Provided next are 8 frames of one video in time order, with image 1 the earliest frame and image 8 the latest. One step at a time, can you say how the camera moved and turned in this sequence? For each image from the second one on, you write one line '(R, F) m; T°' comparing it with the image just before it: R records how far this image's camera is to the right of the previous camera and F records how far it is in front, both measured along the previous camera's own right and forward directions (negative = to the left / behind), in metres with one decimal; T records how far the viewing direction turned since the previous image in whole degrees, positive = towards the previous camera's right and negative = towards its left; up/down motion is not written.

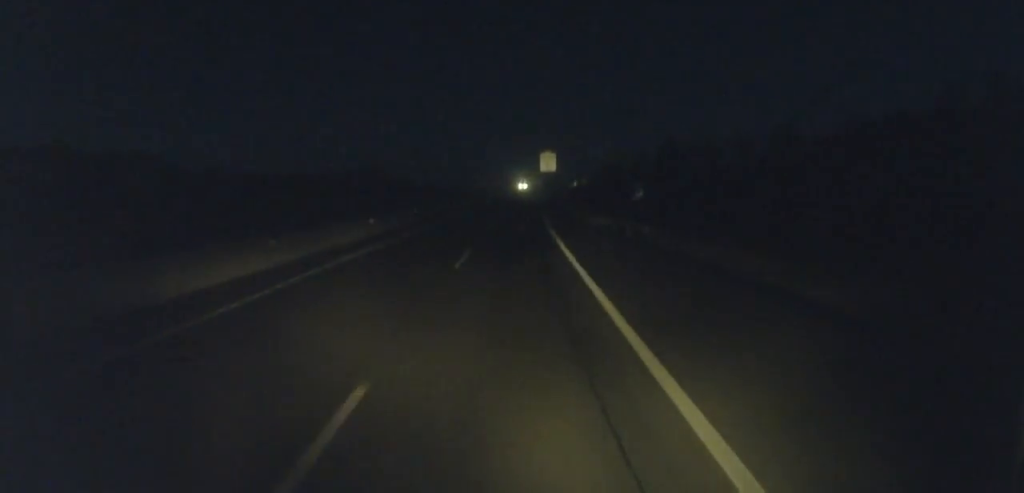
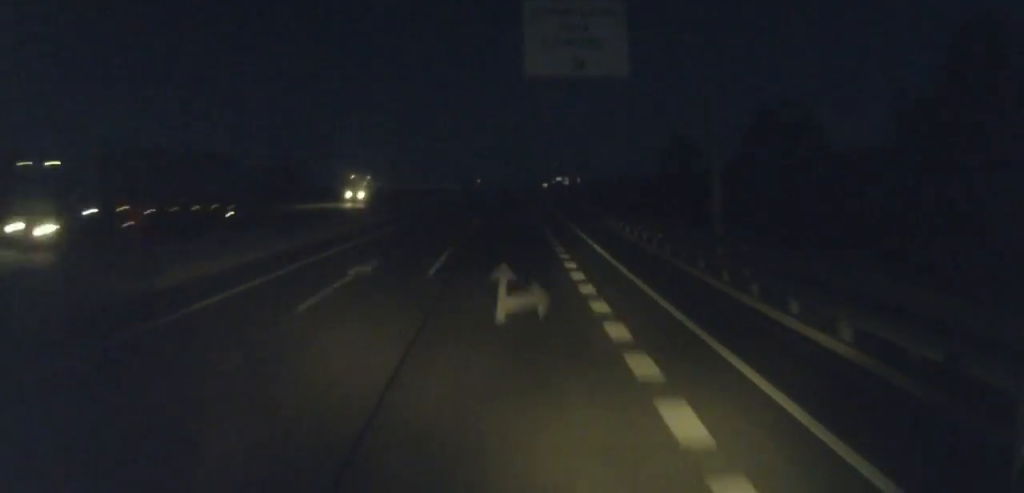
(+6.8, +118.5) m; +9°
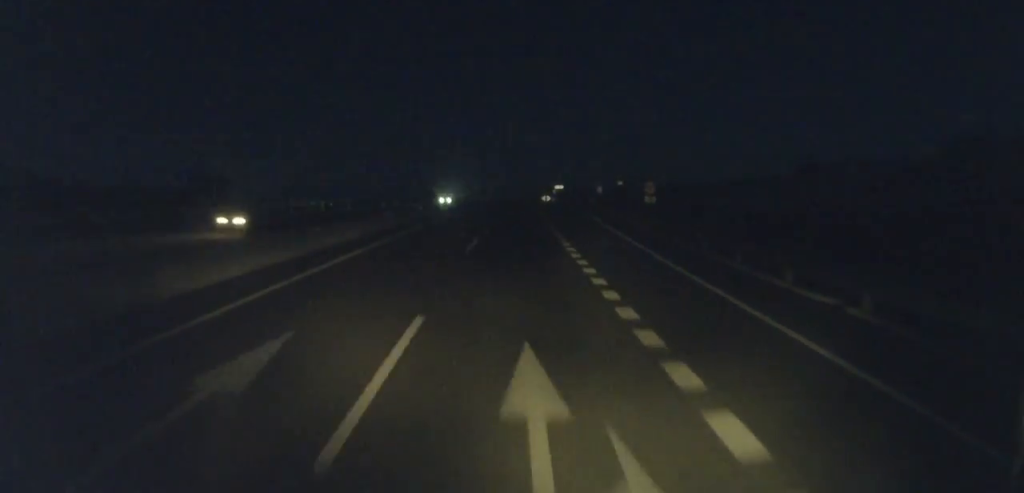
(+5.0, +77.0) m; +4°
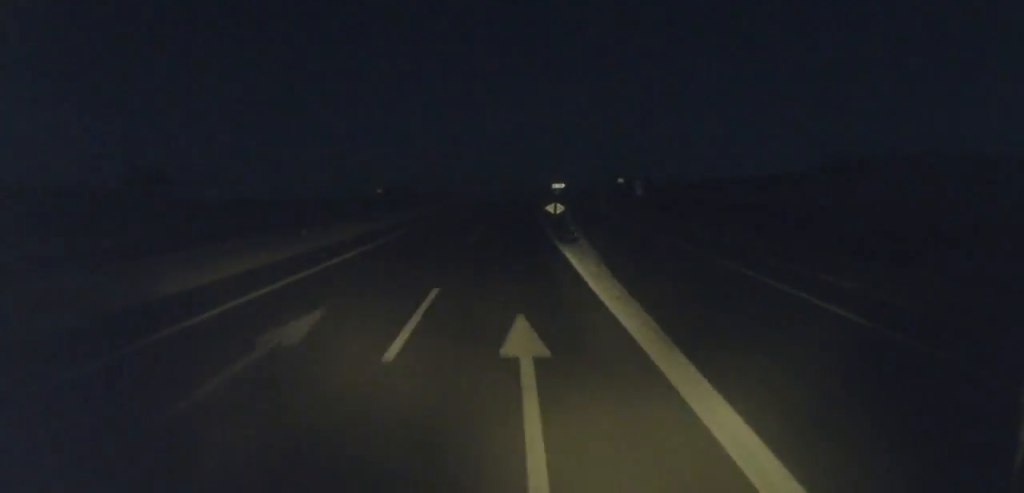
(+1.1, +48.2) m; +2°
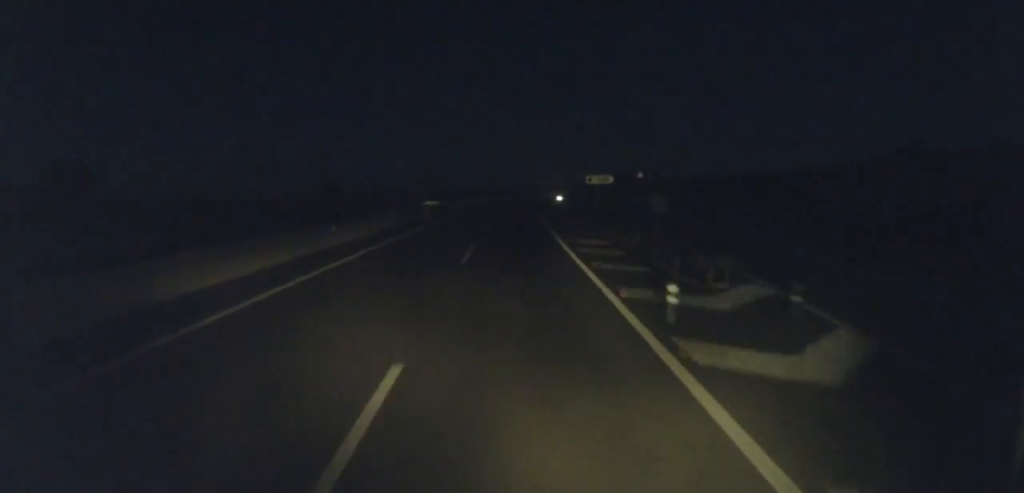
(-1.0, +59.0) m; +3°
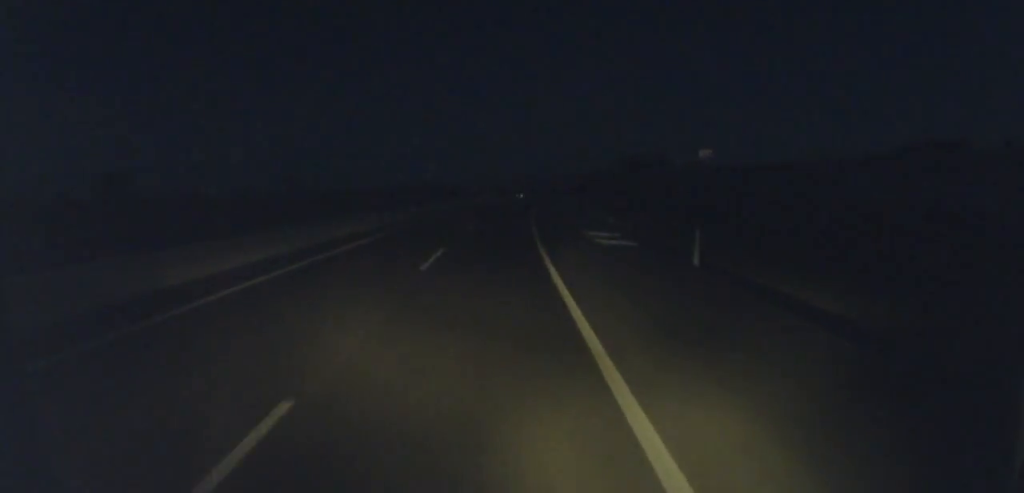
(+6.4, +89.7) m; +5°
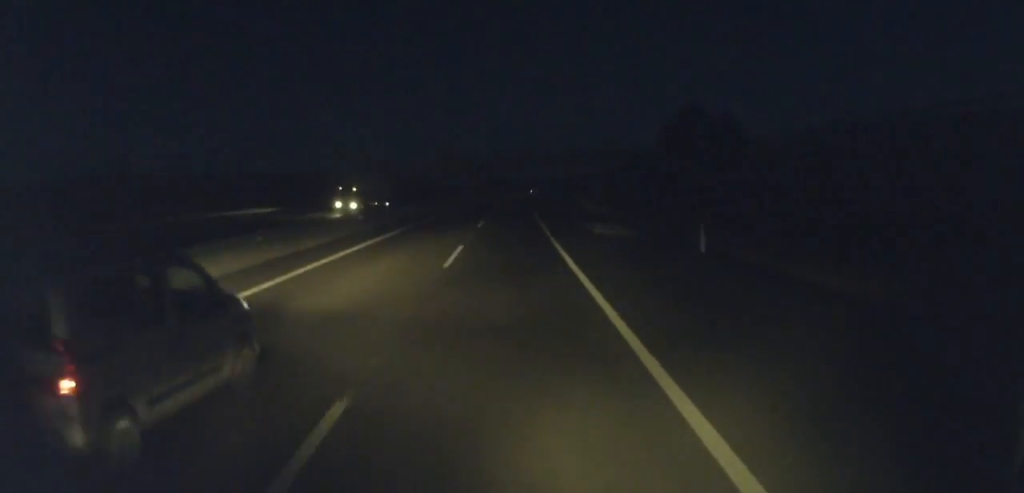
(+1.2, +104.3) m; +2°
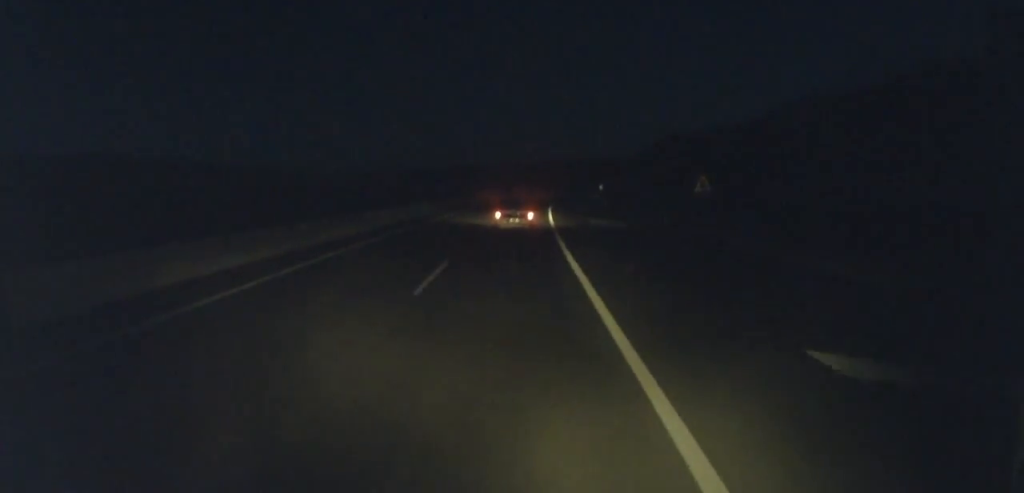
(+5.2, +139.5) m; +6°
